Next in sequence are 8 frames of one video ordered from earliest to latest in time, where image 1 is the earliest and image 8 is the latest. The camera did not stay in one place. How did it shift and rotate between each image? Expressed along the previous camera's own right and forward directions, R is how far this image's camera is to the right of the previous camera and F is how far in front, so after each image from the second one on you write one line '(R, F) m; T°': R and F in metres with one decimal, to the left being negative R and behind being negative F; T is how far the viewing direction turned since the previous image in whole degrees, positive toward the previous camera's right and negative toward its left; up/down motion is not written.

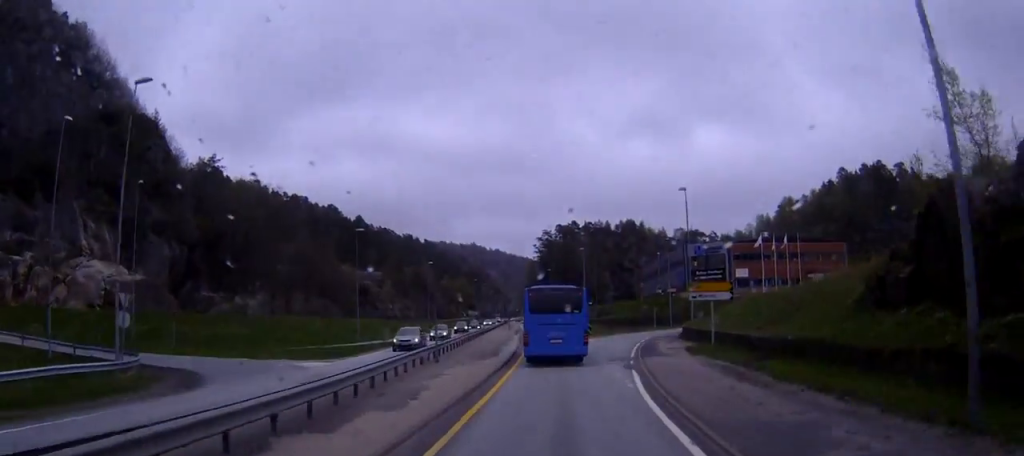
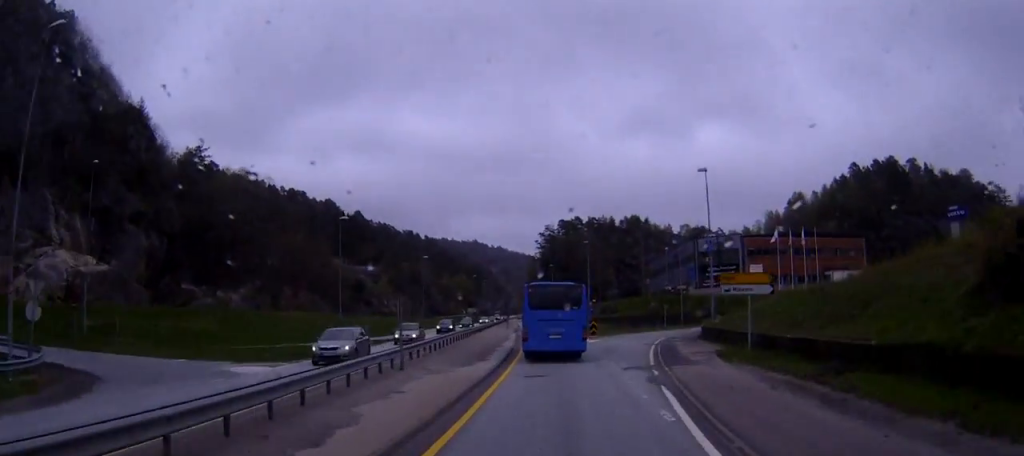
(+0.1, +7.0) m; 0°
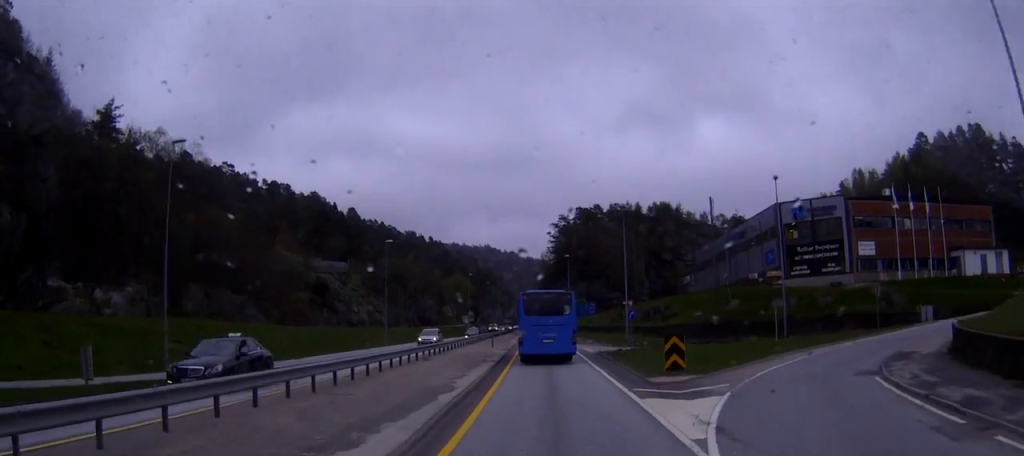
(-0.6, +35.9) m; -1°
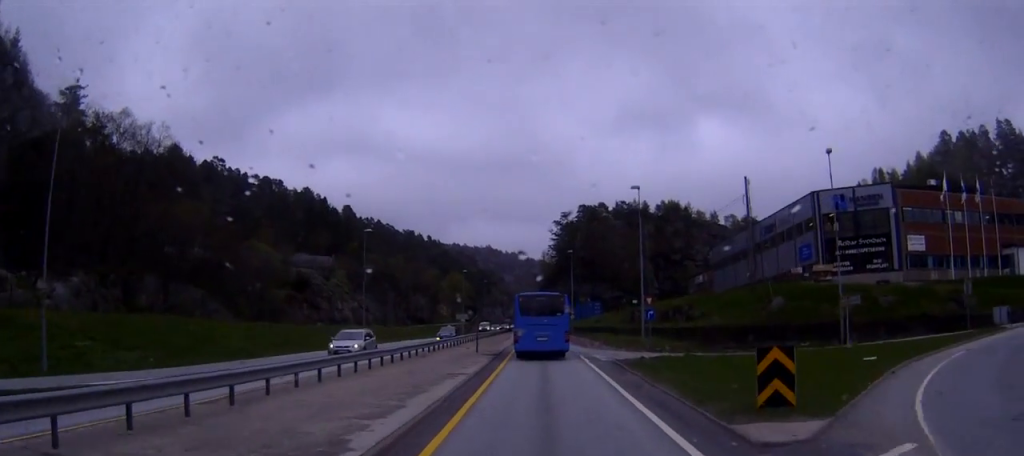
(0.0, +10.8) m; 0°
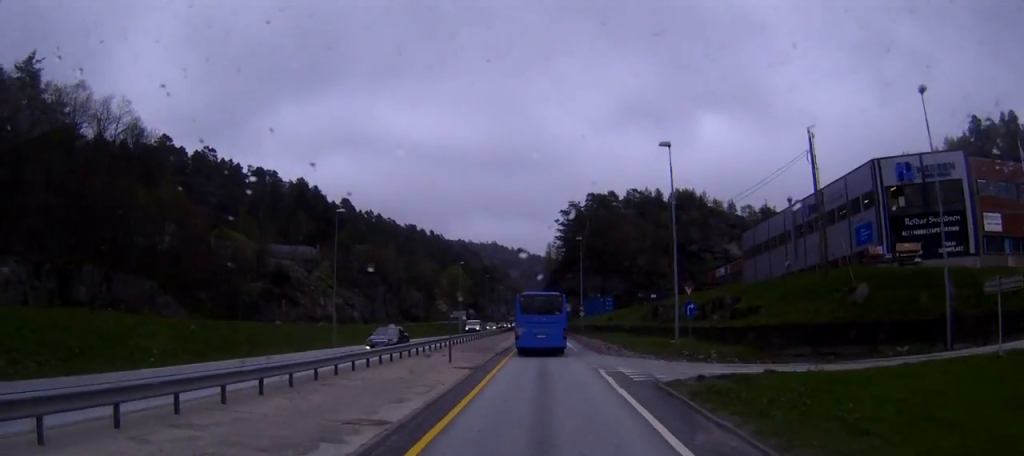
(0.0, +12.2) m; 0°
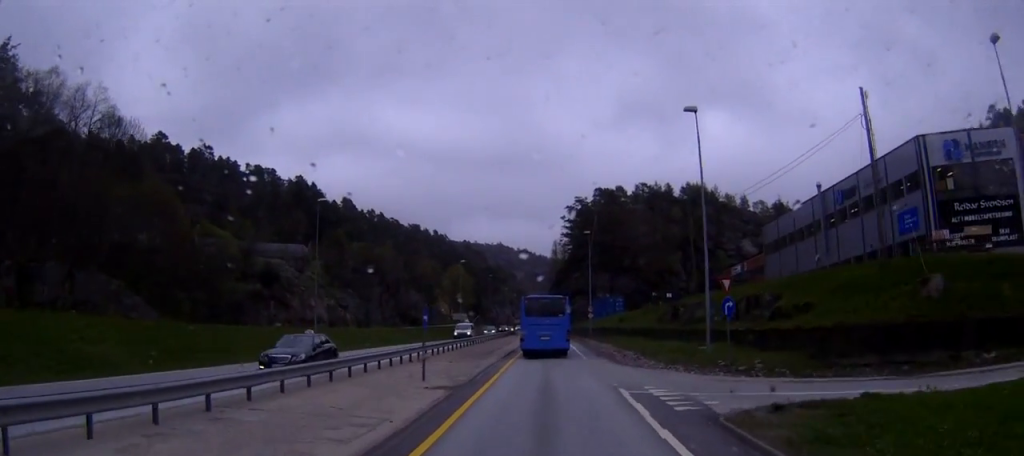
(0.0, +6.8) m; 0°
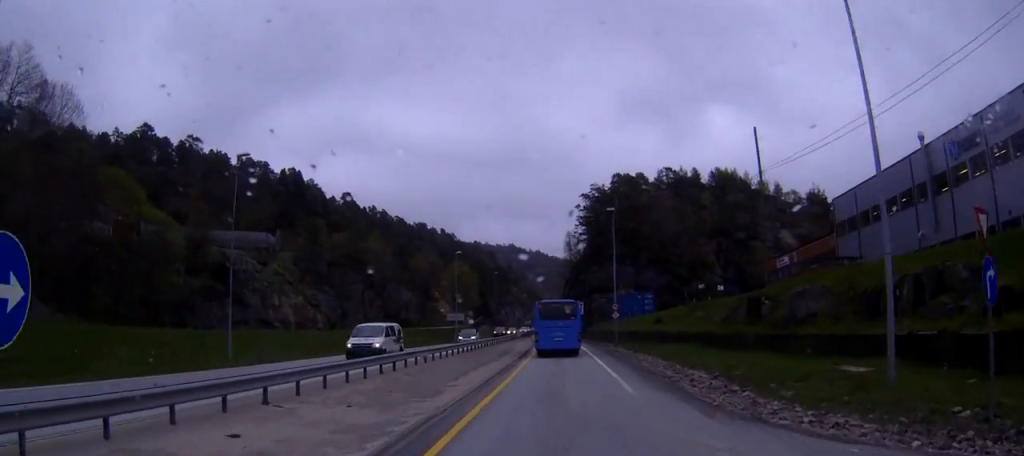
(-0.2, +17.9) m; -1°
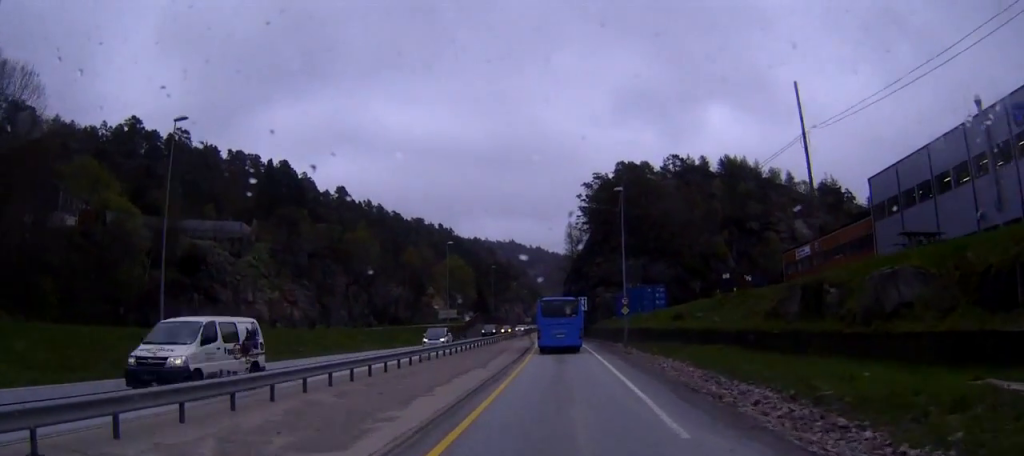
(0.0, +7.9) m; 0°
